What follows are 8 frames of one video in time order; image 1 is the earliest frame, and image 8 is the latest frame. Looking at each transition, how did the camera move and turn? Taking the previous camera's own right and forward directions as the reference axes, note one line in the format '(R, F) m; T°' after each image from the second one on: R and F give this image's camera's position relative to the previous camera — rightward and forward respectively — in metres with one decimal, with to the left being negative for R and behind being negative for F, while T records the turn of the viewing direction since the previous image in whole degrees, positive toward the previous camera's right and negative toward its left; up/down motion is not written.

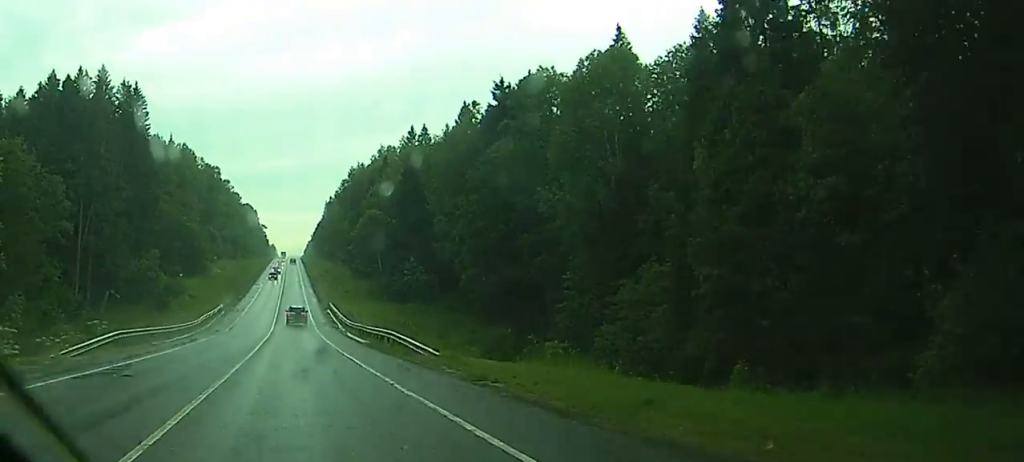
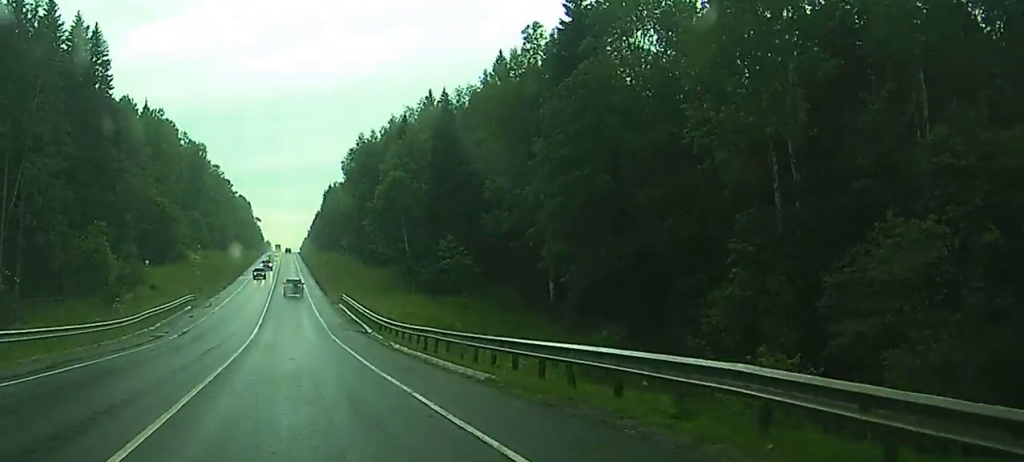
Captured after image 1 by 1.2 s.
(-0.1, +30.2) m; 0°
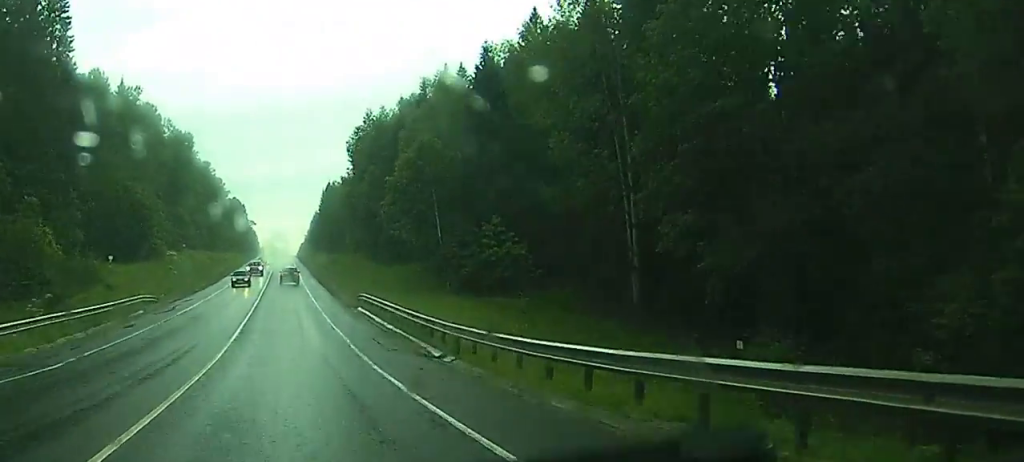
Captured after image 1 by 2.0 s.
(-0.1, +20.9) m; 0°
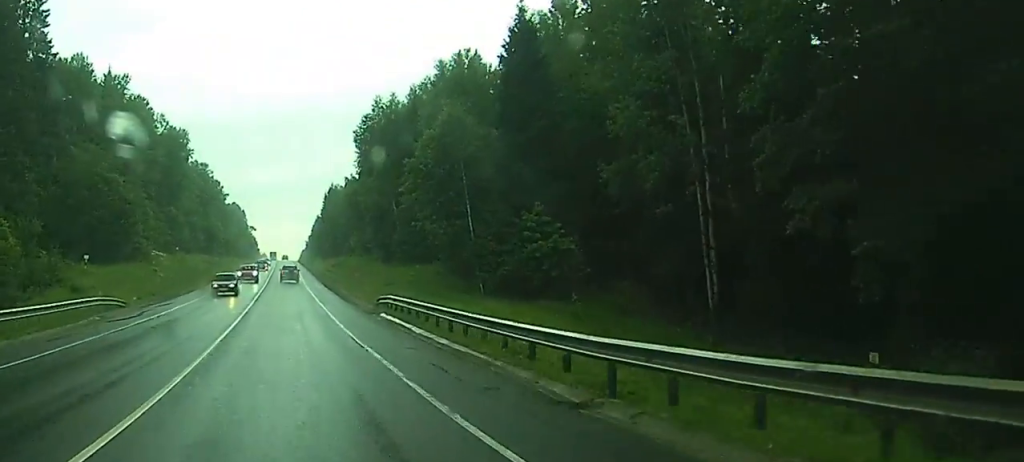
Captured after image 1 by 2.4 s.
(+0.3, +11.3) m; 0°
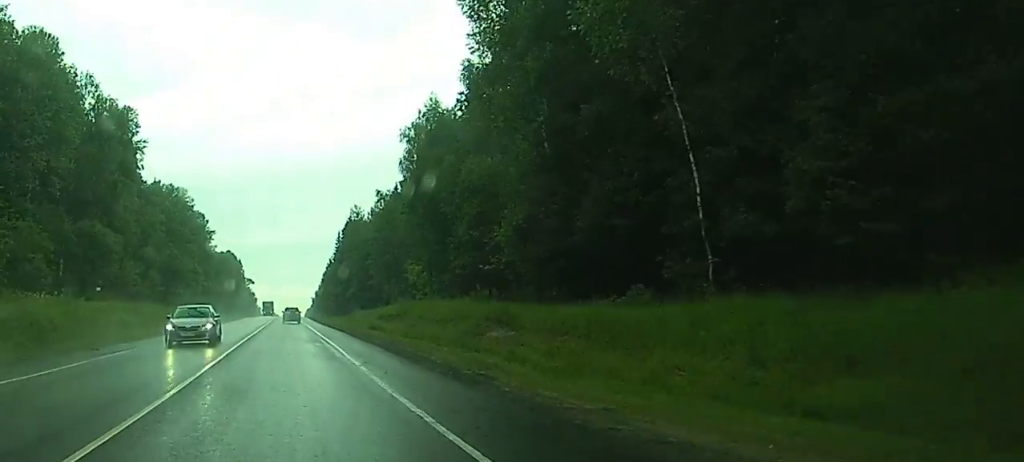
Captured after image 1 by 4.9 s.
(-0.7, +66.1) m; 0°
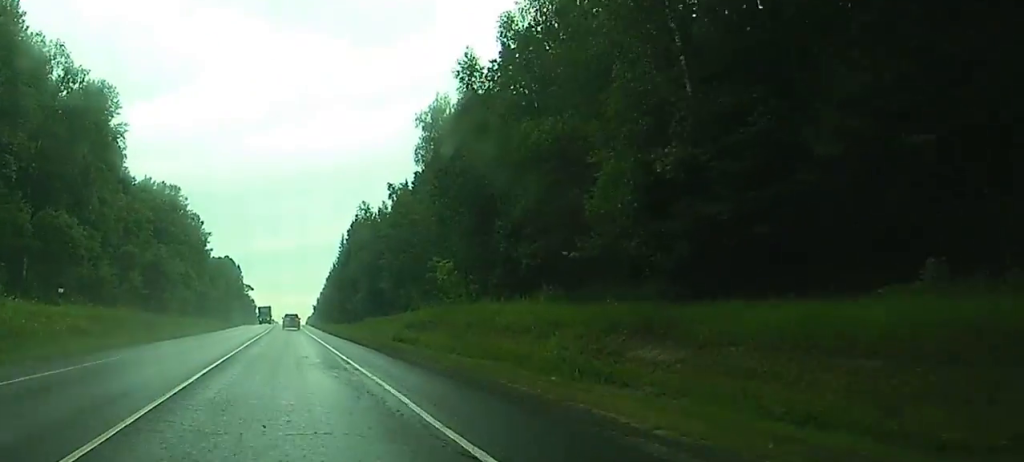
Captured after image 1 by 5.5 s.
(0.0, +15.0) m; 0°
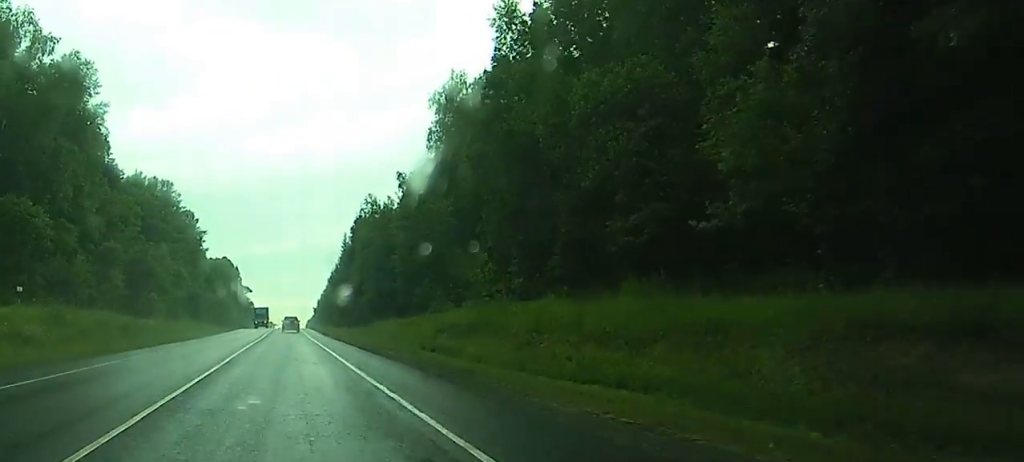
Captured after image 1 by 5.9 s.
(0.0, +11.4) m; 0°
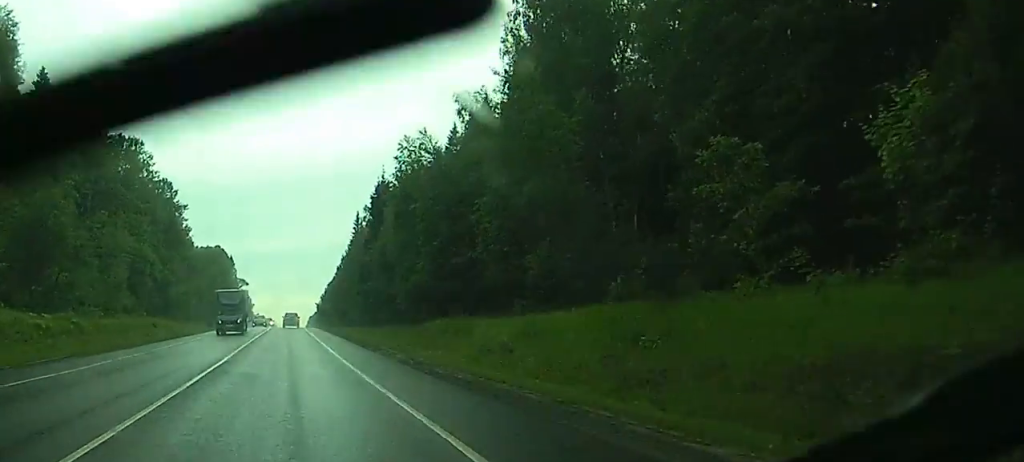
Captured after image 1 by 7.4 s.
(-0.2, +39.2) m; 0°
